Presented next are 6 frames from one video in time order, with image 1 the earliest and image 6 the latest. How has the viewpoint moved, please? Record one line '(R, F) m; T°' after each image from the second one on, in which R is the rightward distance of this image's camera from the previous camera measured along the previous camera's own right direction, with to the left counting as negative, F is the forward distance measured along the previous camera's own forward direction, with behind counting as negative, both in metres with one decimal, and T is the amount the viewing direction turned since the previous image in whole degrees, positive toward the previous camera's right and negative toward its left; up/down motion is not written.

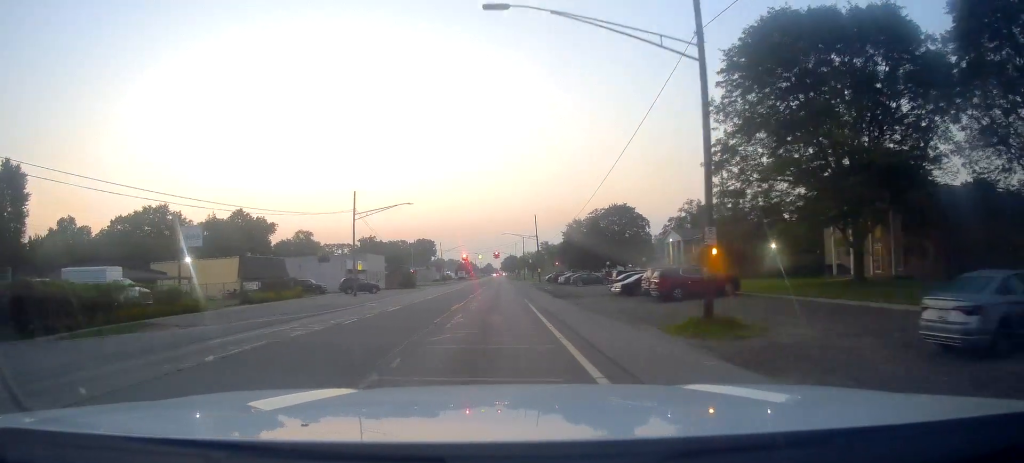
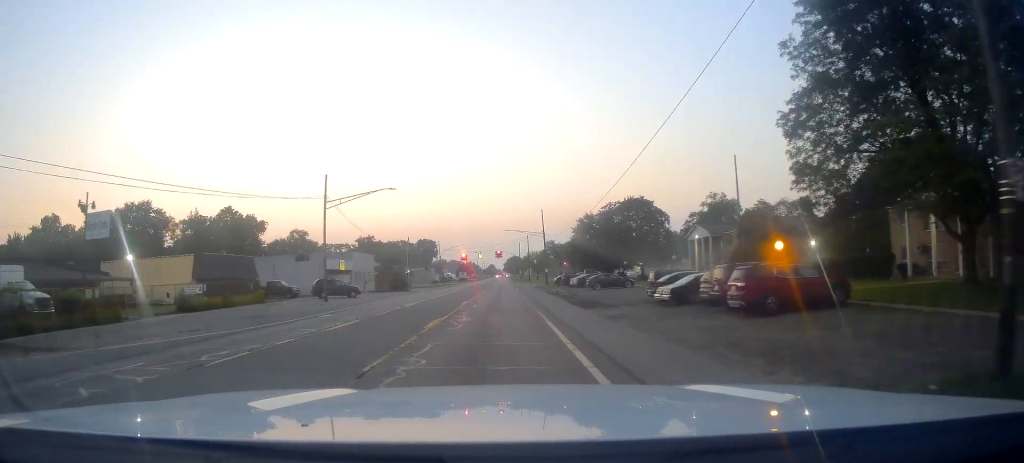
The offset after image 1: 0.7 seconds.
(-0.2, +10.6) m; -1°
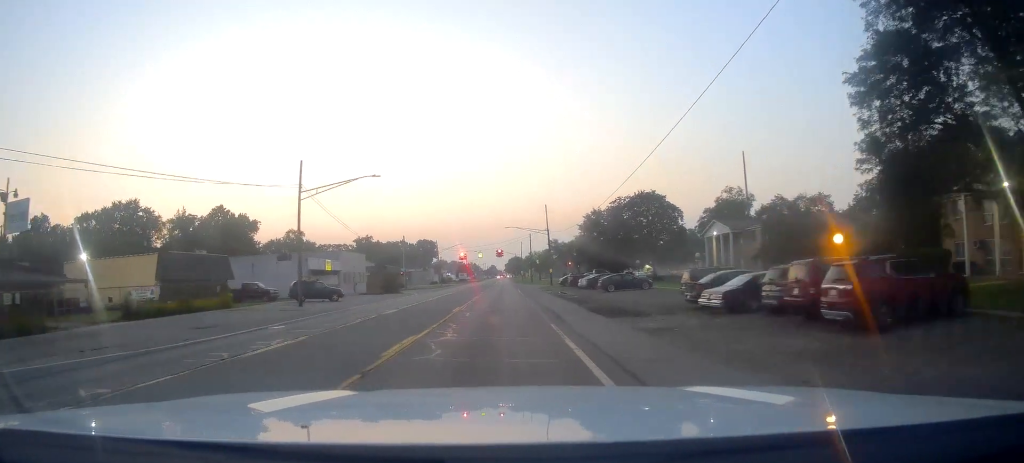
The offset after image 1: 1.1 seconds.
(-0.1, +6.6) m; -1°
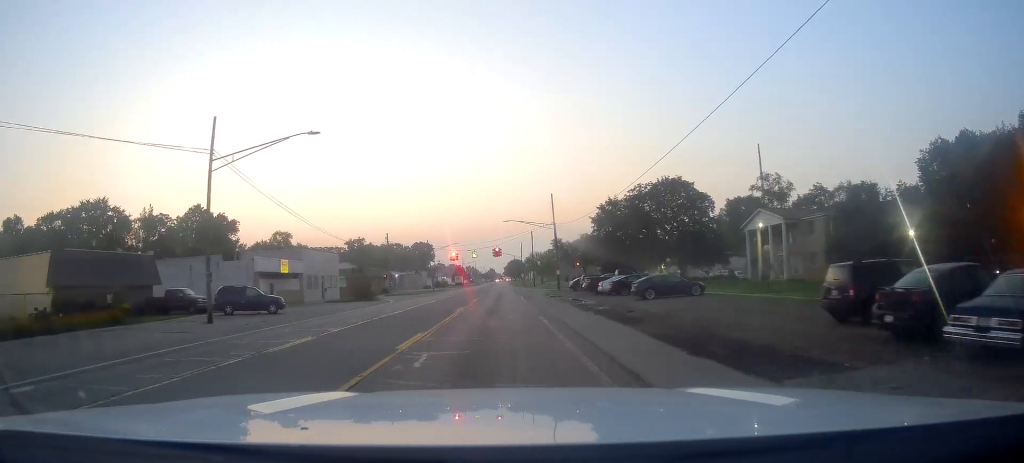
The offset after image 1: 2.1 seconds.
(-0.1, +13.7) m; +1°
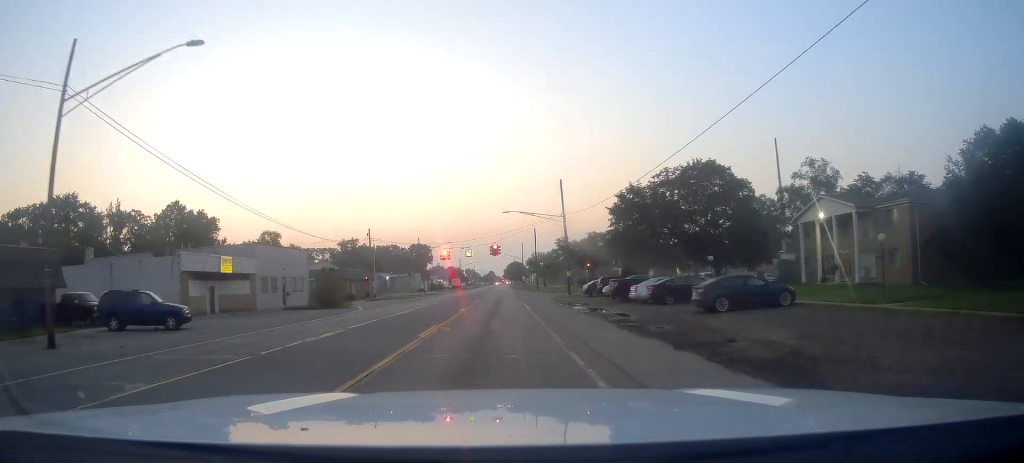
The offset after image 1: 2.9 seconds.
(+0.4, +12.0) m; 0°
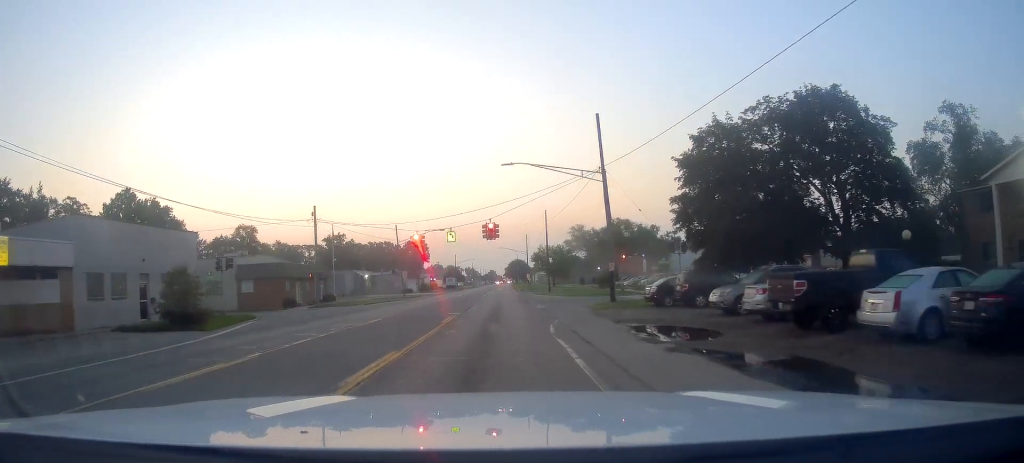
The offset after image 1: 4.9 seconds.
(-0.9, +23.7) m; -1°
